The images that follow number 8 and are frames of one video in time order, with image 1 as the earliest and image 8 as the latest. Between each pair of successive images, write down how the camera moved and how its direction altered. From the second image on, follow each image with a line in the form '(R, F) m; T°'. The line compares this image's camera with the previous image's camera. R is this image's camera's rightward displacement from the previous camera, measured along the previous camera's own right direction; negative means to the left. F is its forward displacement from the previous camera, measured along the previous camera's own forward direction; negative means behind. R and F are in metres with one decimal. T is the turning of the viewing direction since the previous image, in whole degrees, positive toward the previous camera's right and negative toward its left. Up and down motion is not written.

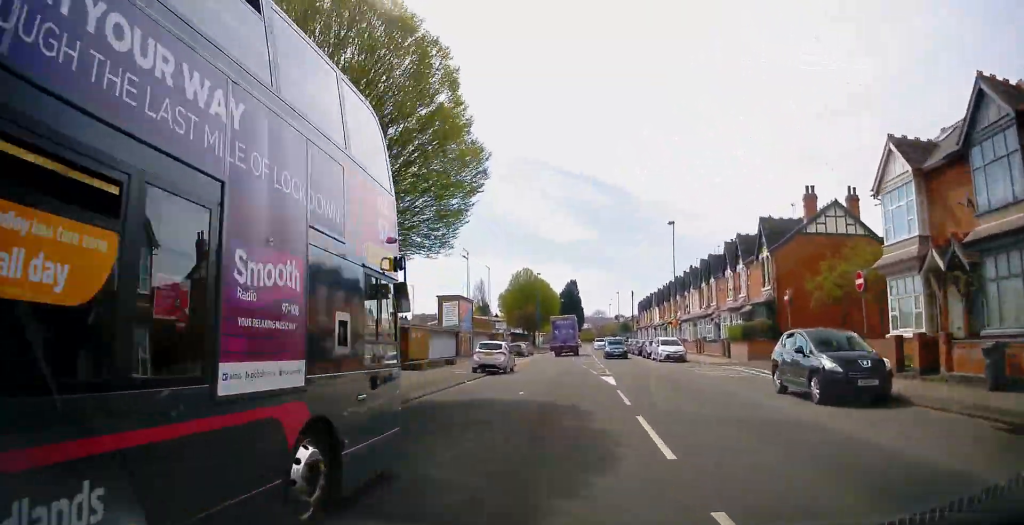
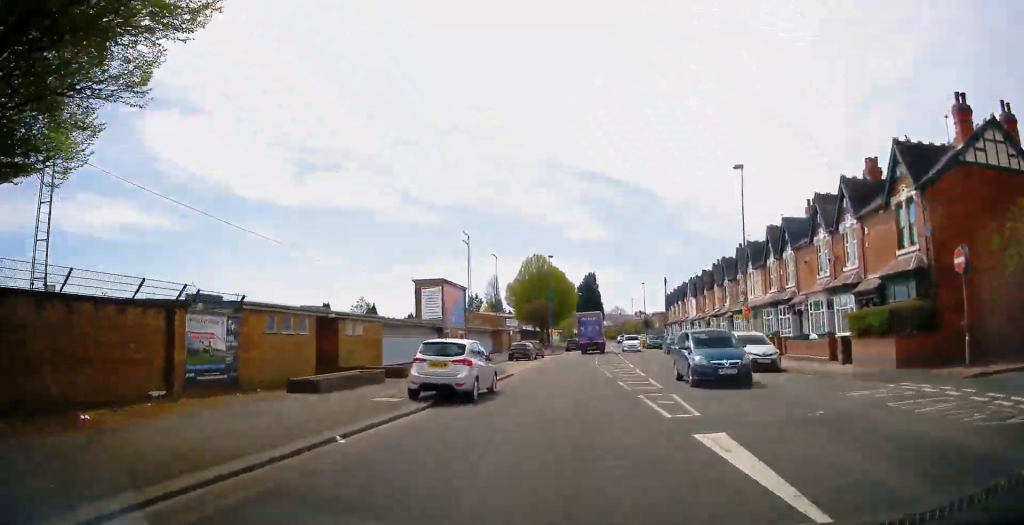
(-0.5, +14.5) m; -2°
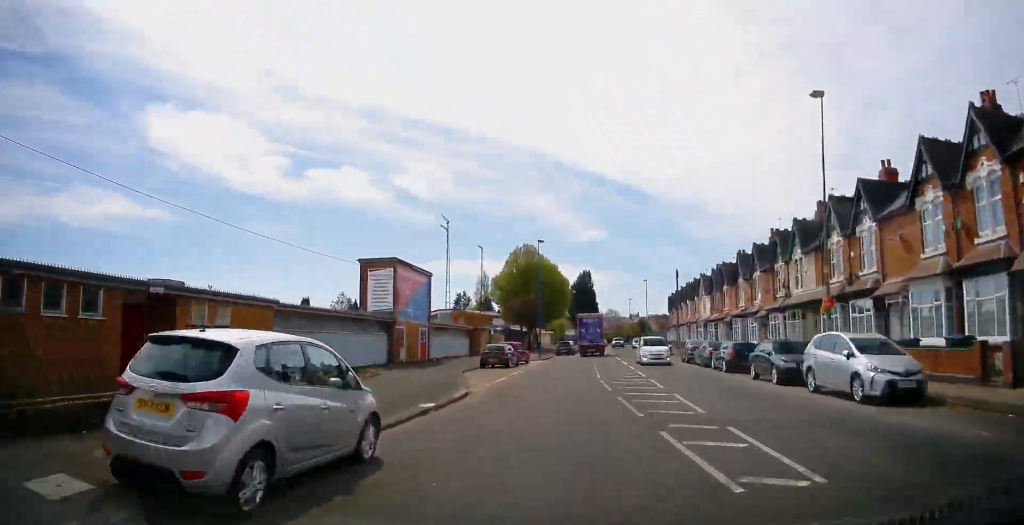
(+0.2, +10.8) m; +3°
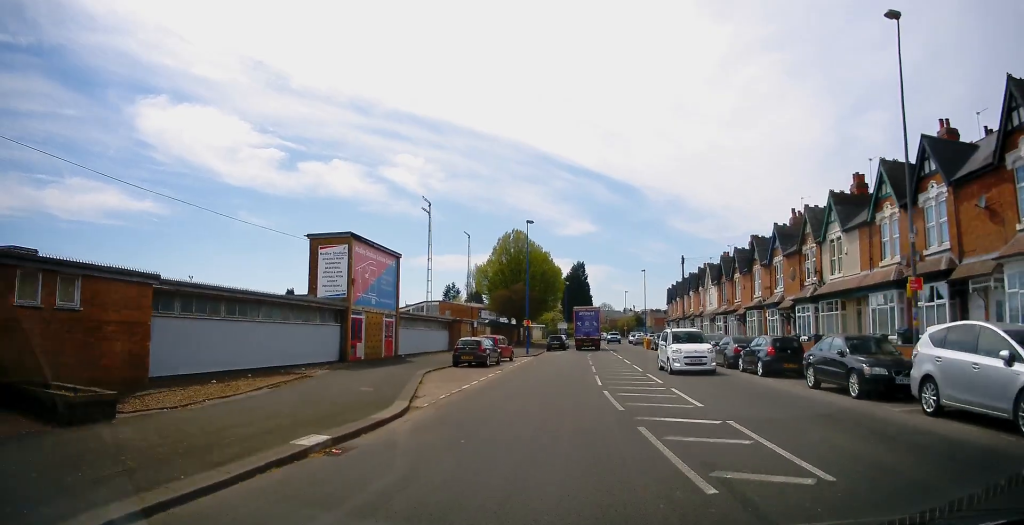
(+0.1, +6.0) m; +1°
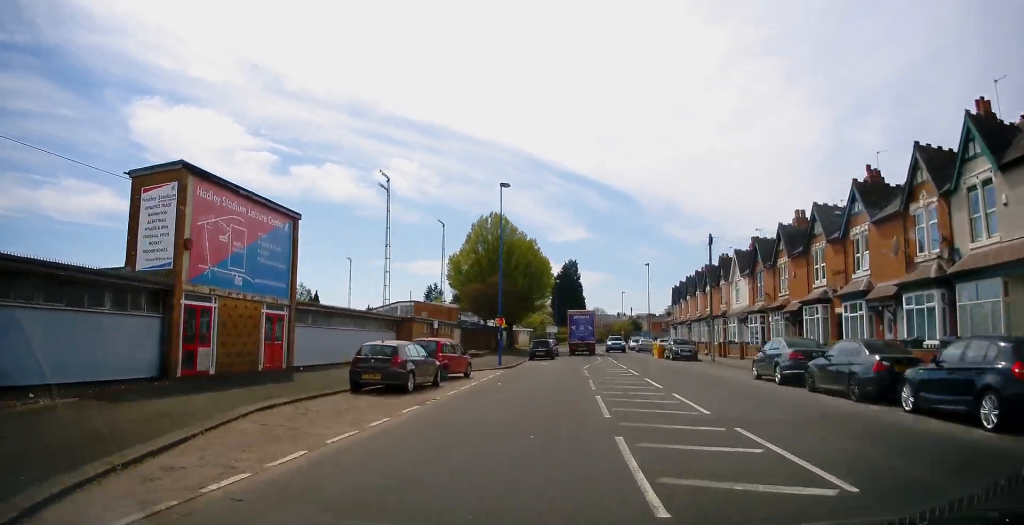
(+0.4, +12.5) m; 0°
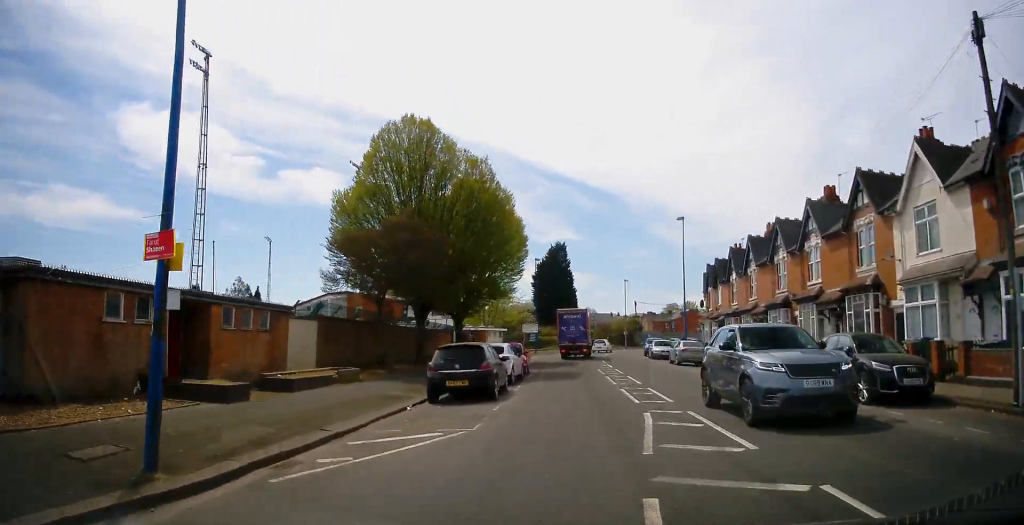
(-0.3, +27.6) m; +1°
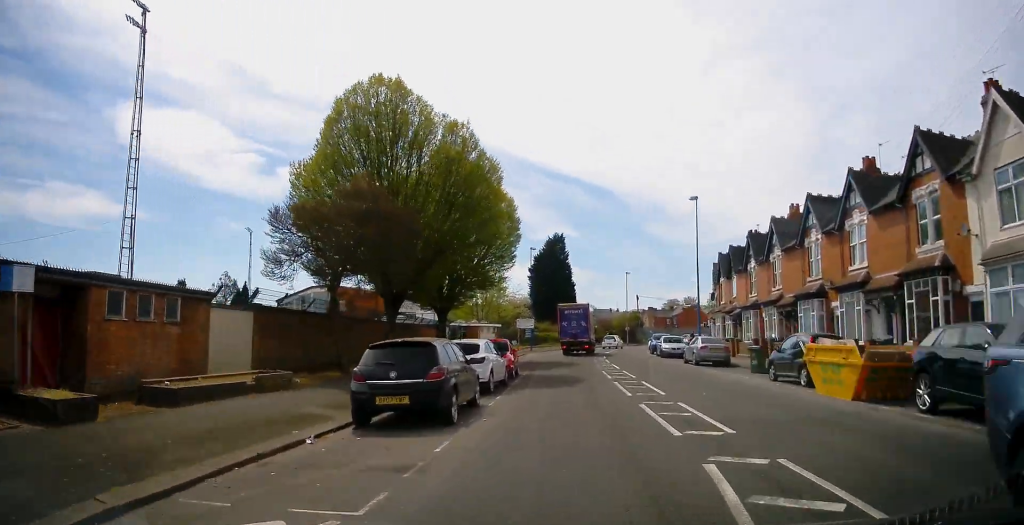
(+0.2, +5.1) m; 0°
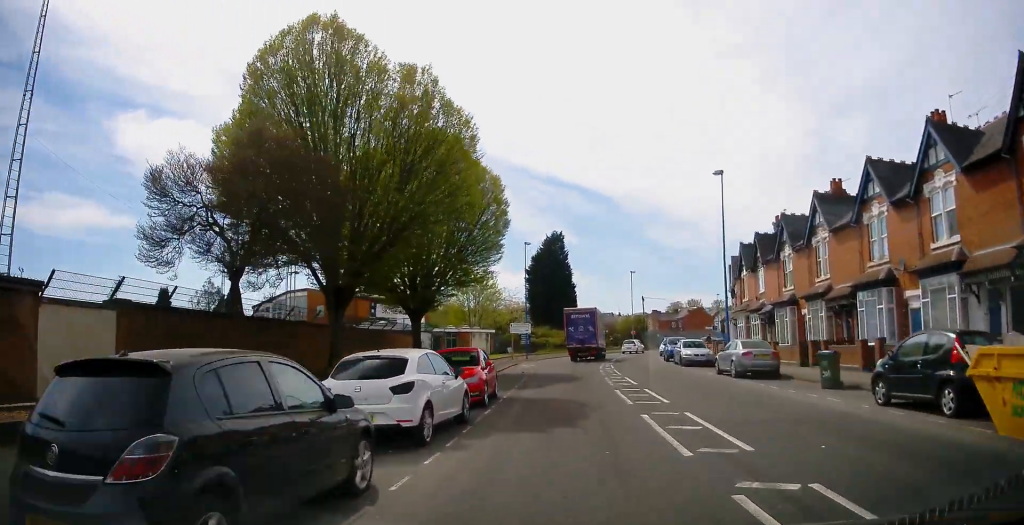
(0.0, +6.7) m; -1°
